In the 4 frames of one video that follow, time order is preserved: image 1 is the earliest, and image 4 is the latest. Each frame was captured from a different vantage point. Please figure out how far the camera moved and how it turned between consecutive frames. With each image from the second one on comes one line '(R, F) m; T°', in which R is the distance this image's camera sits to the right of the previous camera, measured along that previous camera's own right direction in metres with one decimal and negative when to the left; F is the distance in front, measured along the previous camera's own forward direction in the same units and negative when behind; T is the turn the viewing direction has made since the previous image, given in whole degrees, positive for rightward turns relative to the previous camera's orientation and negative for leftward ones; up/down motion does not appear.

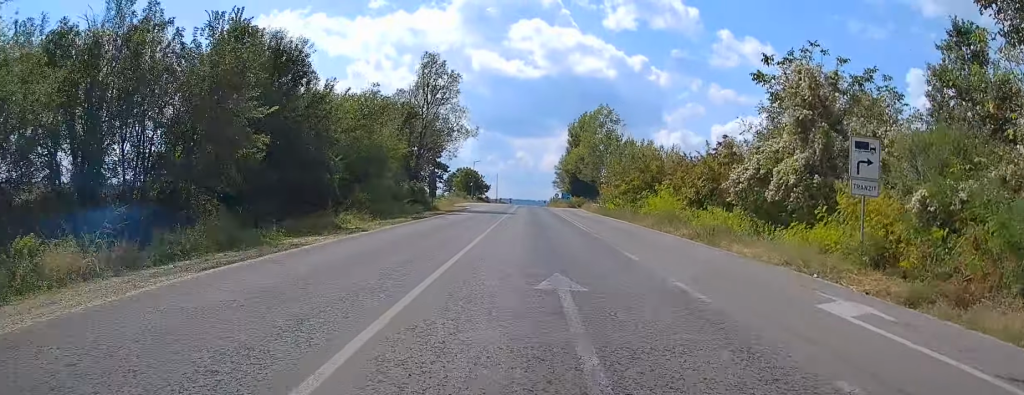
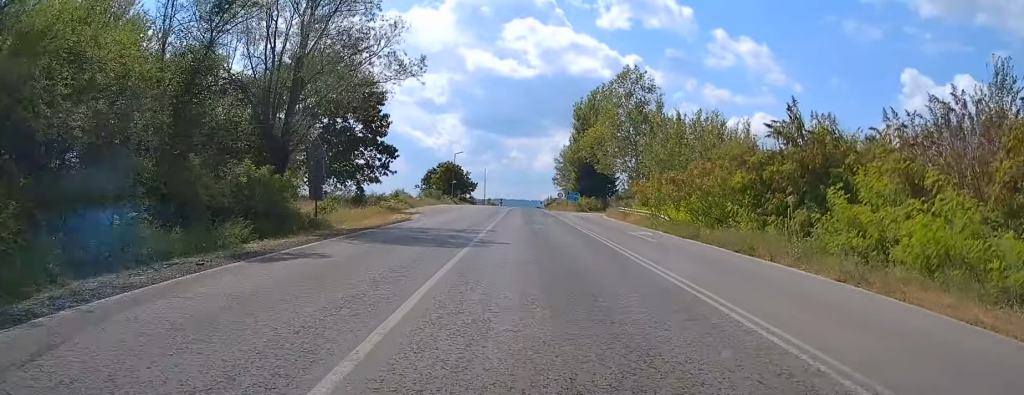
(0.0, +29.0) m; 0°
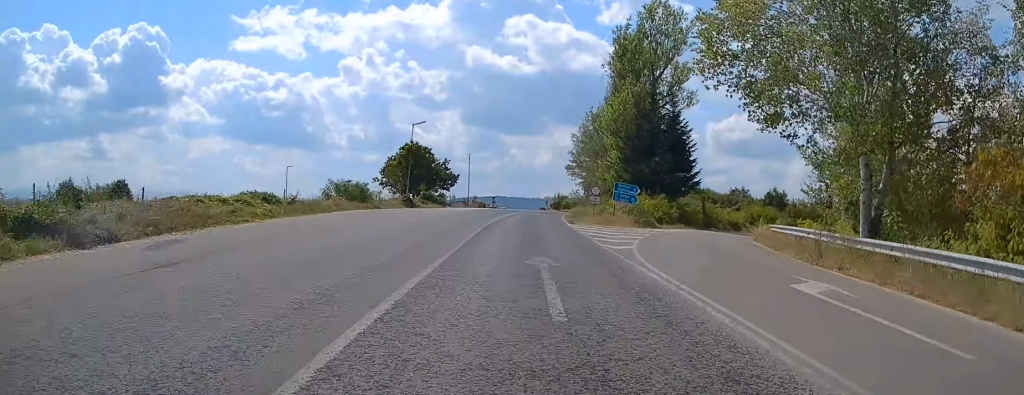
(+0.1, +44.8) m; 0°
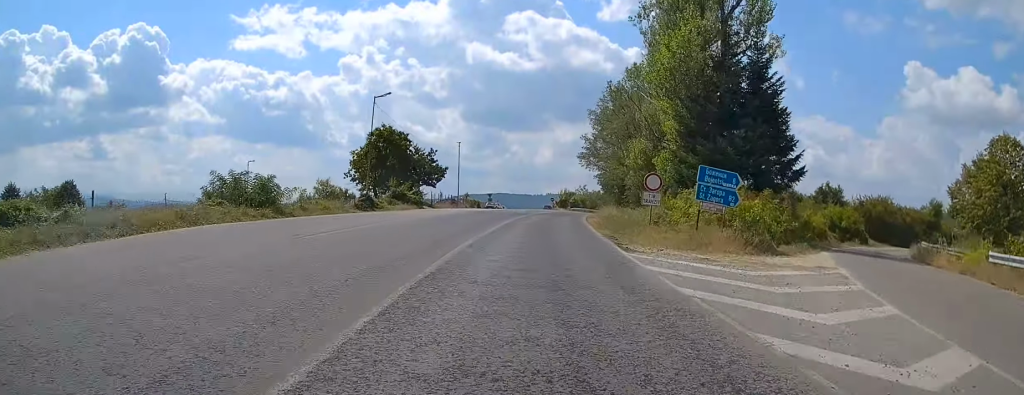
(0.0, +19.5) m; +1°
